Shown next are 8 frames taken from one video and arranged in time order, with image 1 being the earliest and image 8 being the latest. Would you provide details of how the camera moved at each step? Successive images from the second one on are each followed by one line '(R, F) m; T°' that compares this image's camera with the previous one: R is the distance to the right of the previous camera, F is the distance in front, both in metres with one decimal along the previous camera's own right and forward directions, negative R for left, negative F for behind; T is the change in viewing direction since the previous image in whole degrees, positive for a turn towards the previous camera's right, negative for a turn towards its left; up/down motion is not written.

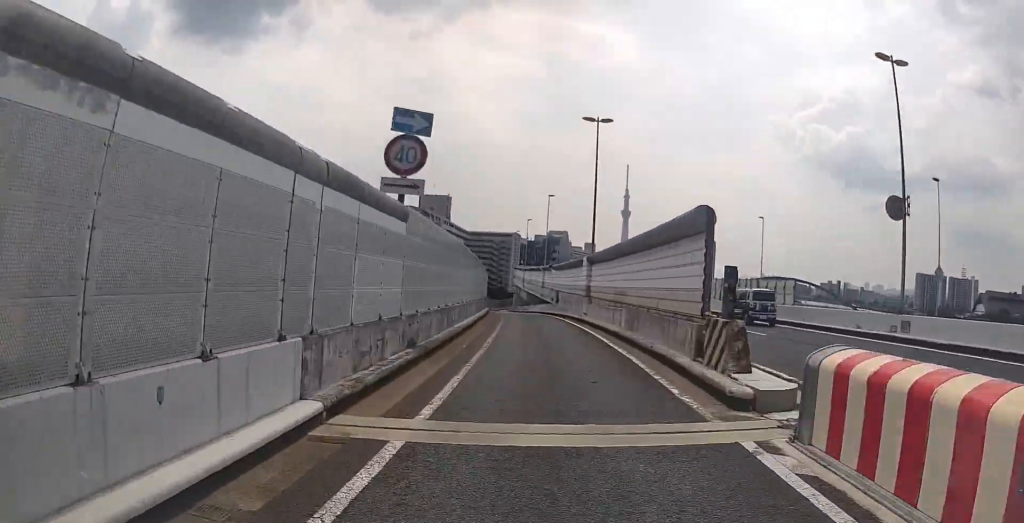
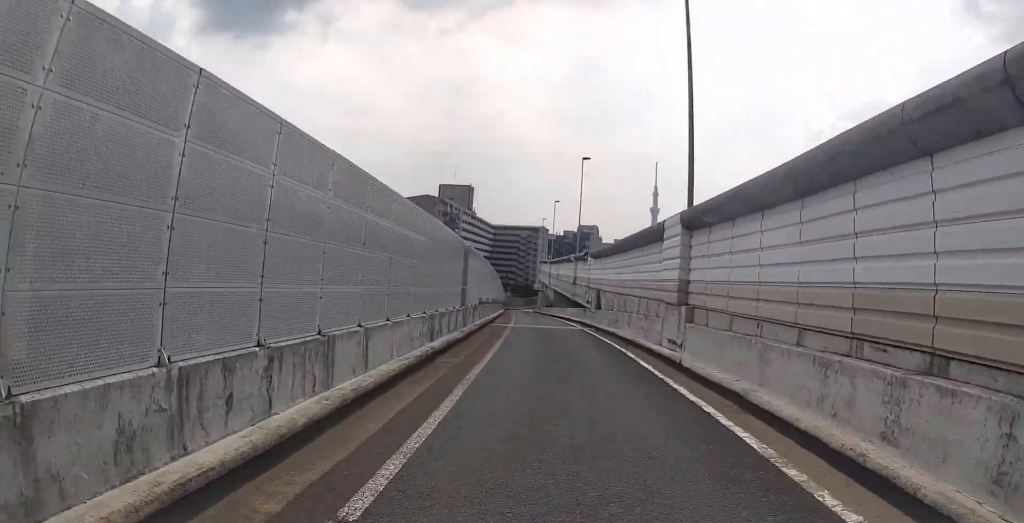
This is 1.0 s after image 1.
(-0.3, +17.7) m; -2°
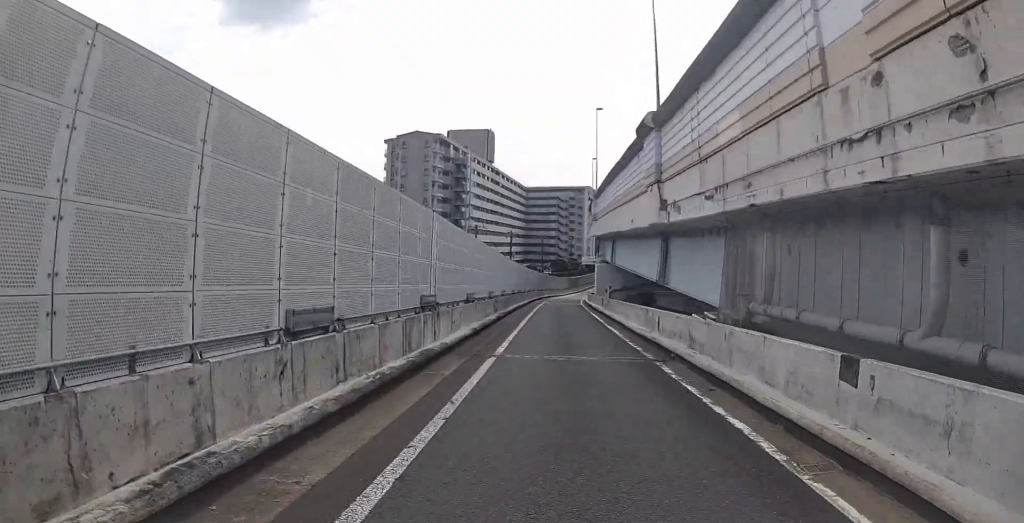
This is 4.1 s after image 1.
(-4.8, +55.8) m; -8°
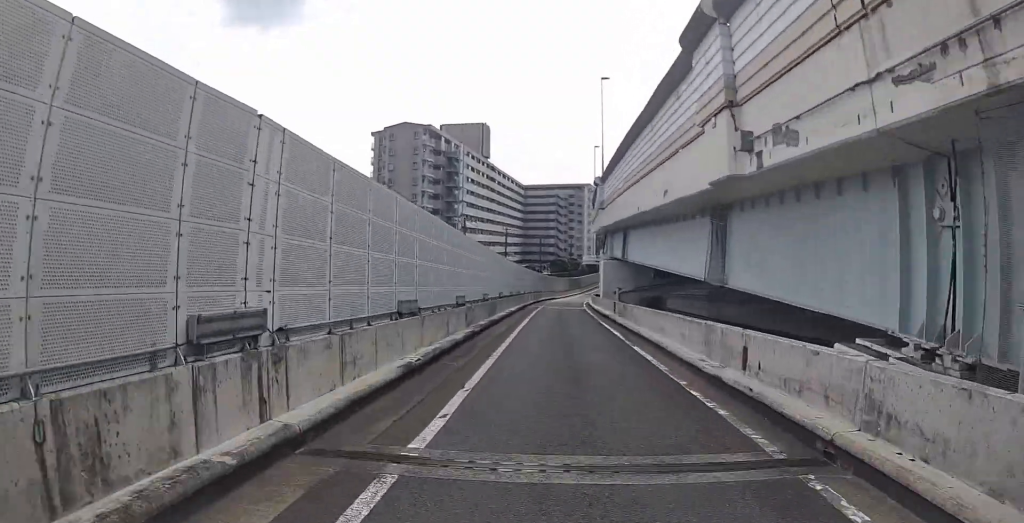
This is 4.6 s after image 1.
(-0.1, +7.6) m; -1°
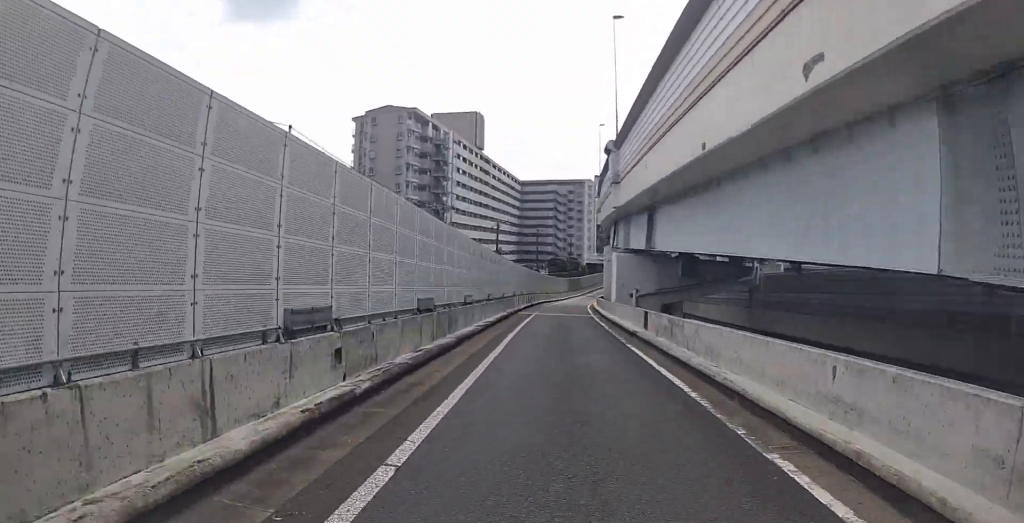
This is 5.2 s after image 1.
(-0.5, +10.4) m; -2°
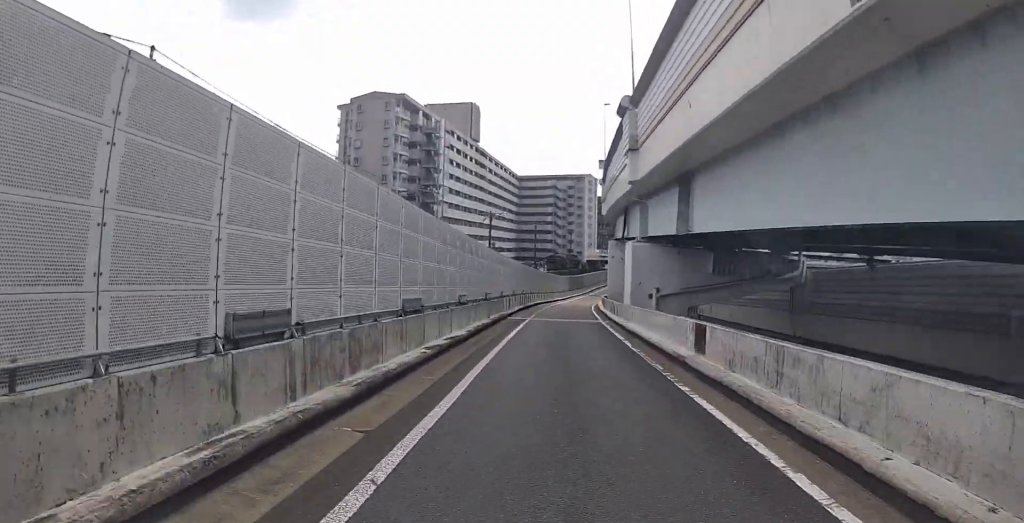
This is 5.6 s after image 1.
(-0.1, +7.0) m; 0°
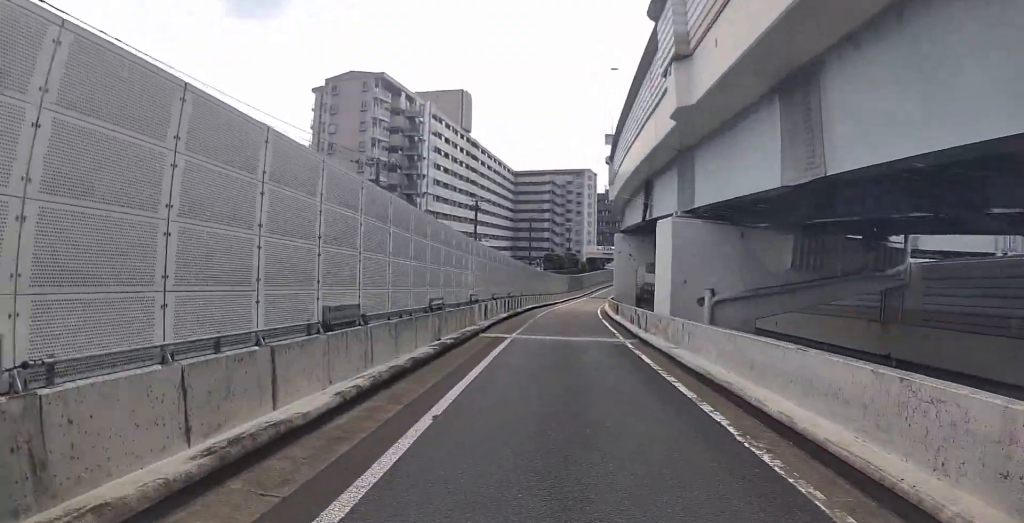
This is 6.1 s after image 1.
(-0.2, +9.9) m; +2°
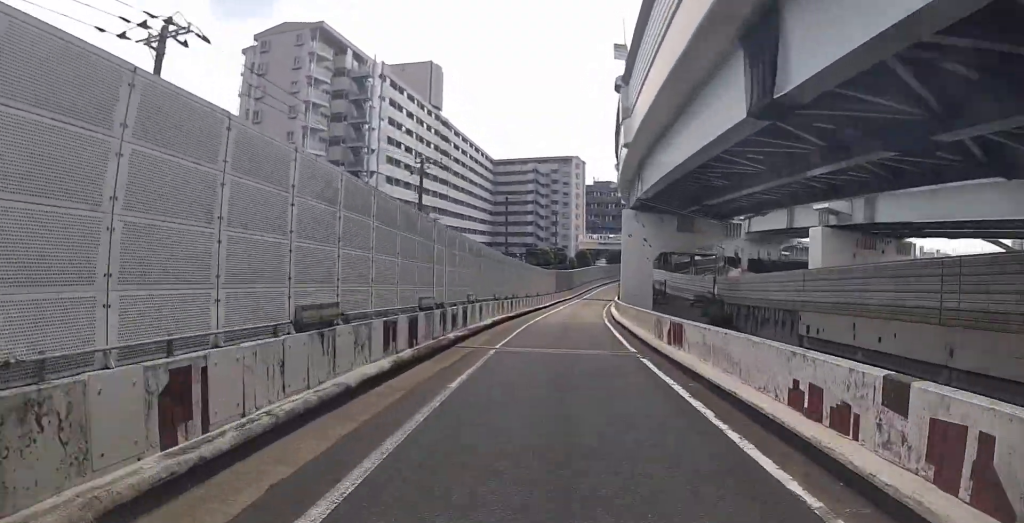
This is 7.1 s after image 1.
(+1.0, +17.5) m; +2°
